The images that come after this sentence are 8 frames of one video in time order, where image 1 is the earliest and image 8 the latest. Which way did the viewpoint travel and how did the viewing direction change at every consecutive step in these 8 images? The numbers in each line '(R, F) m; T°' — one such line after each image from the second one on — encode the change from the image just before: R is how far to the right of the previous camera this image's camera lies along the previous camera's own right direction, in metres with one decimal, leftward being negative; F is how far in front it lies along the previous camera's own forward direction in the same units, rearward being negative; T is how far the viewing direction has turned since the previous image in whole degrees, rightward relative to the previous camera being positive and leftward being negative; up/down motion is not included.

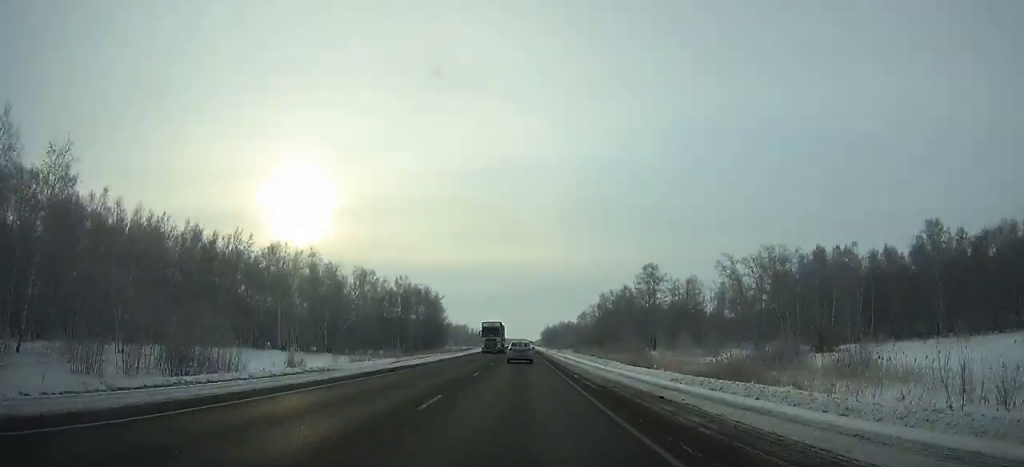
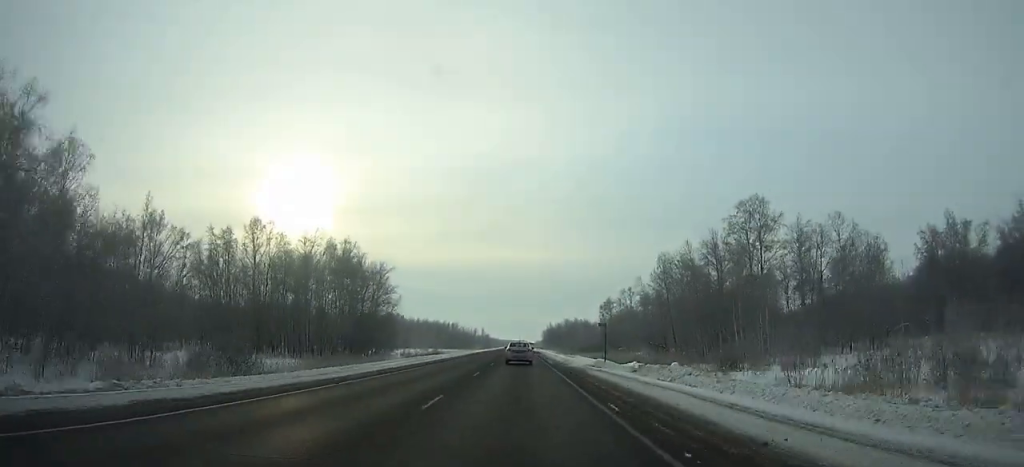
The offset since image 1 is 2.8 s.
(+0.2, +71.0) m; 0°
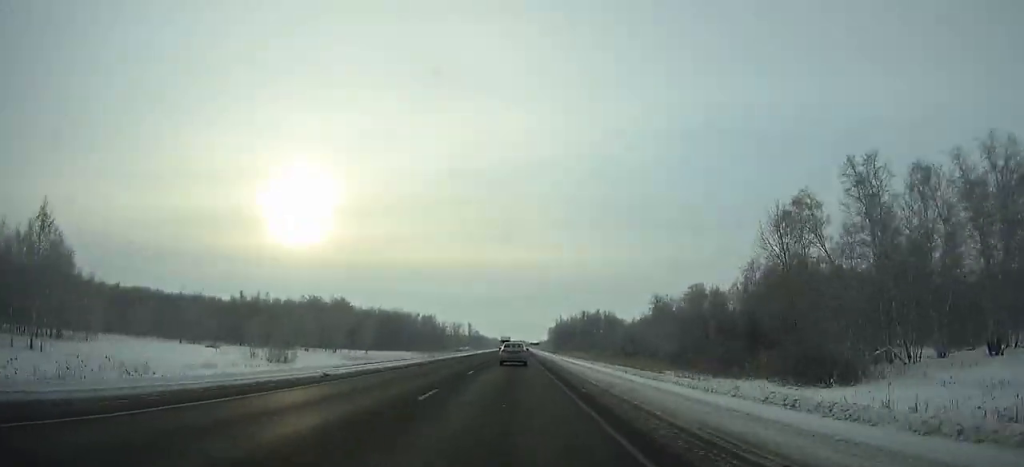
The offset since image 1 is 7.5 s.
(-0.2, +118.5) m; 0°
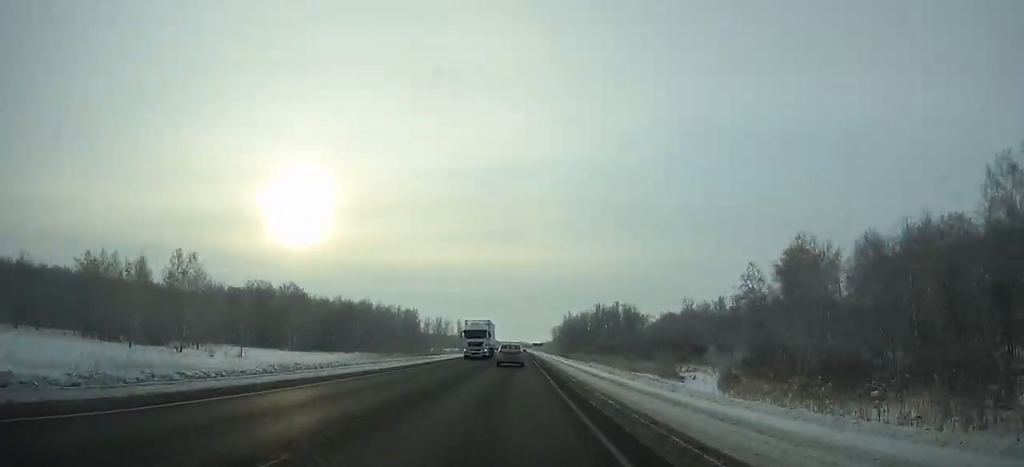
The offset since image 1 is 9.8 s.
(0.0, +57.5) m; 0°
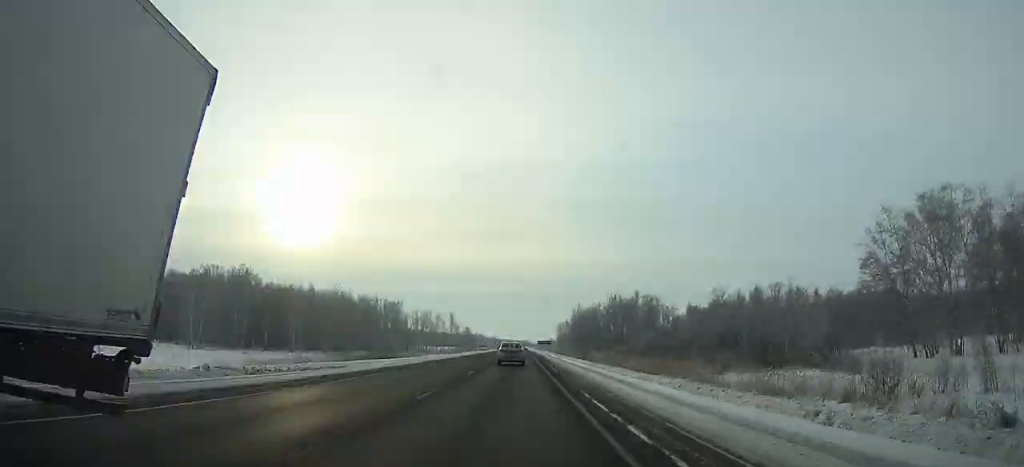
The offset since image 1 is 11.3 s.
(0.0, +37.3) m; 0°
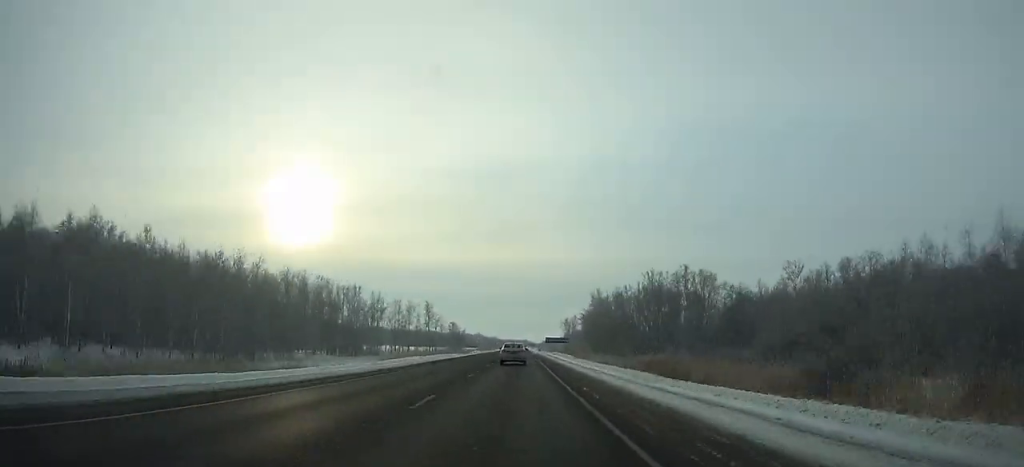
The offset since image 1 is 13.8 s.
(0.0, +61.7) m; 0°
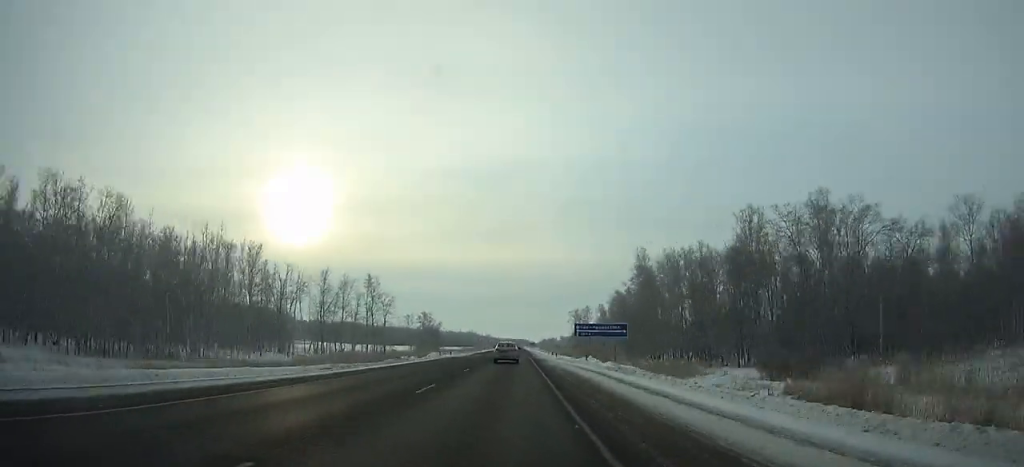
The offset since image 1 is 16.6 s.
(0.0, +68.4) m; 0°
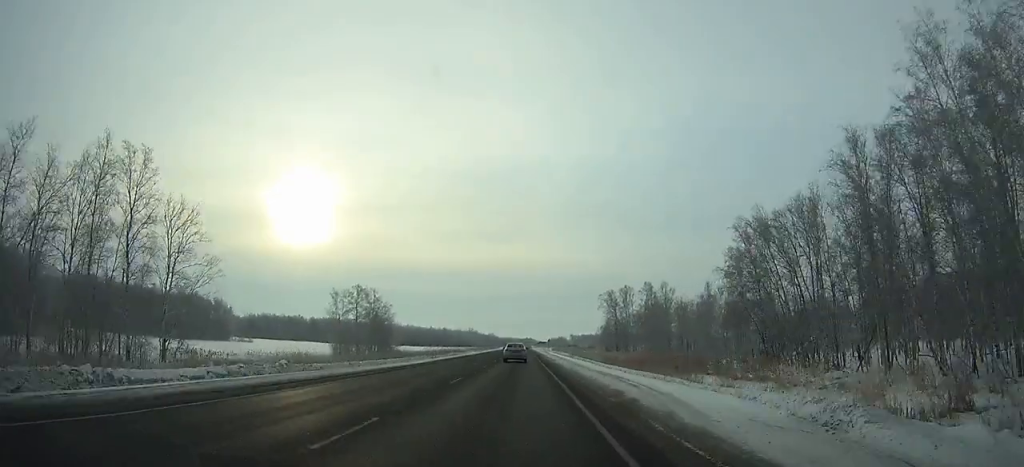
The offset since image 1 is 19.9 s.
(-0.4, +79.1) m; 0°
